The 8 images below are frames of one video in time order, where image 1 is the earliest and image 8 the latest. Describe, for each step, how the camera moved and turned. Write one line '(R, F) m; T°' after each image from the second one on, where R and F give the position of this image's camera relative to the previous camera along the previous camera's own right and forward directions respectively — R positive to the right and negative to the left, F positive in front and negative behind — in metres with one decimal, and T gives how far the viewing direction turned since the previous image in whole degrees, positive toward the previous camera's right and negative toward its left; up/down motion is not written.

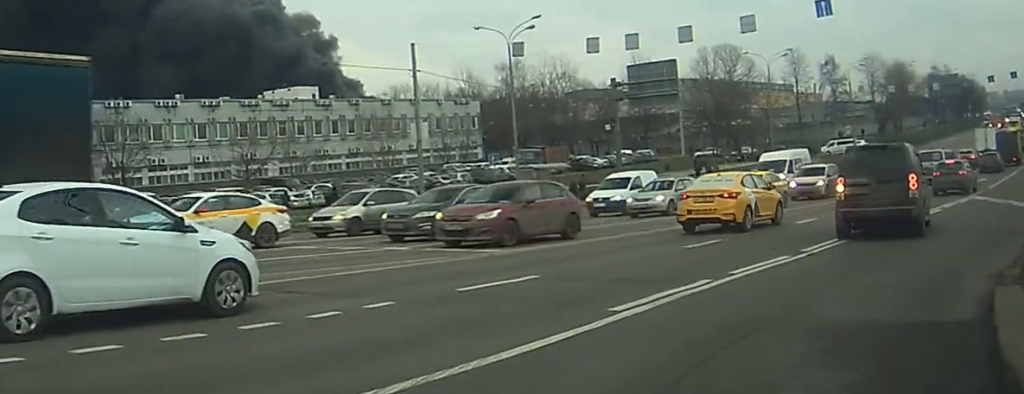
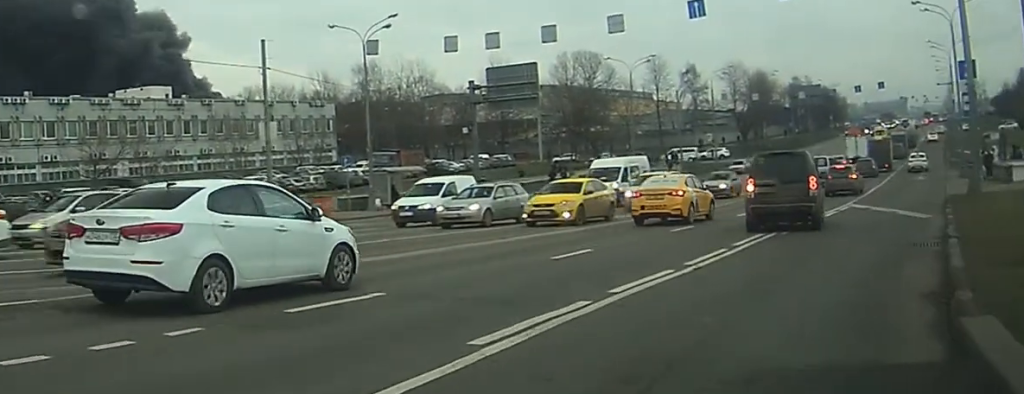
(+0.1, +2.7) m; +11°
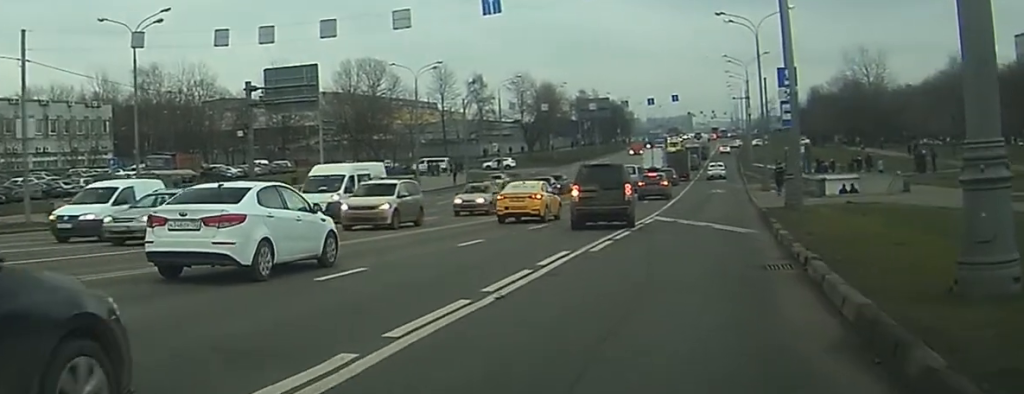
(+0.8, +3.7) m; +17°
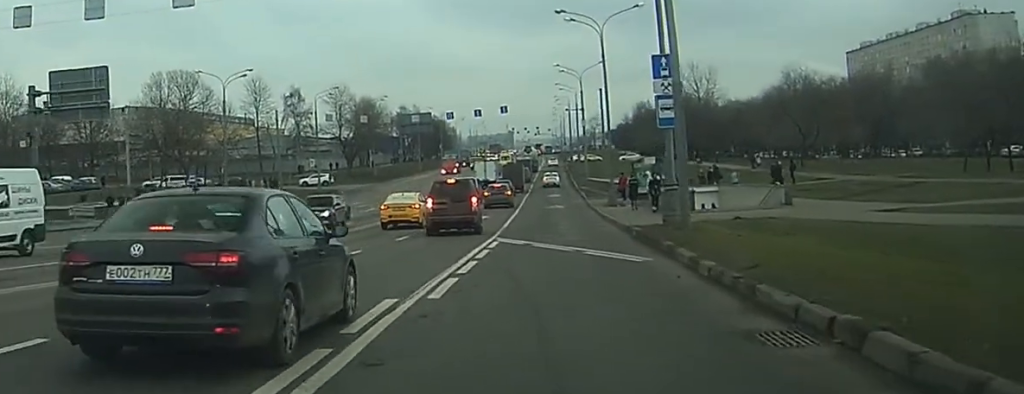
(+0.7, +7.0) m; +7°
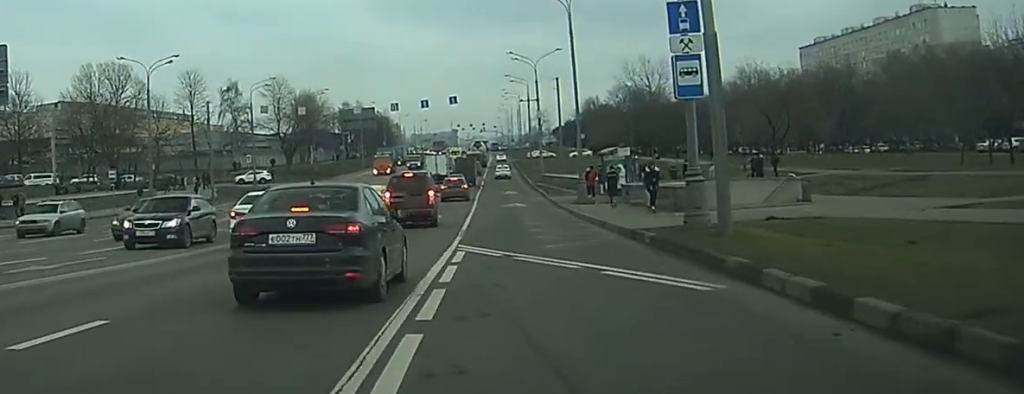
(+0.2, +6.4) m; +3°
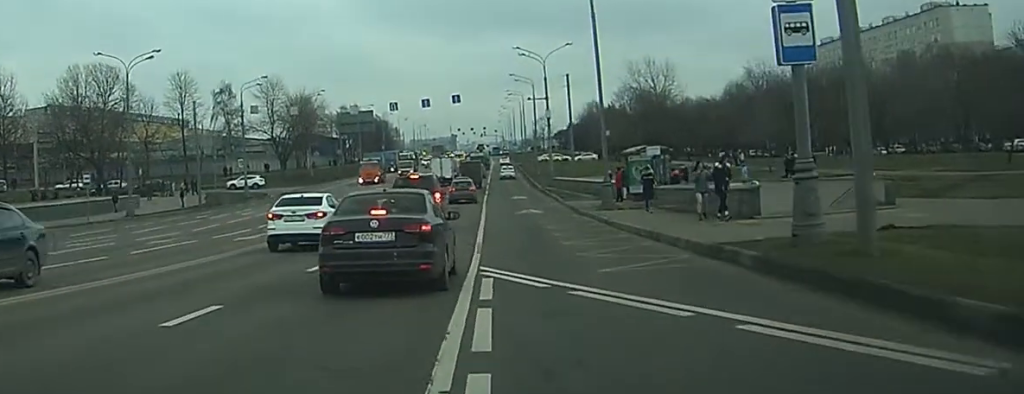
(0.0, +5.6) m; 0°
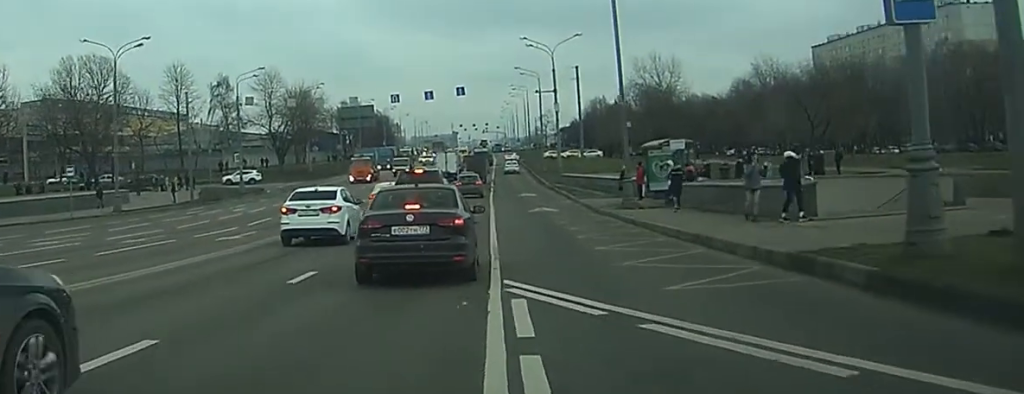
(0.0, +3.3) m; 0°
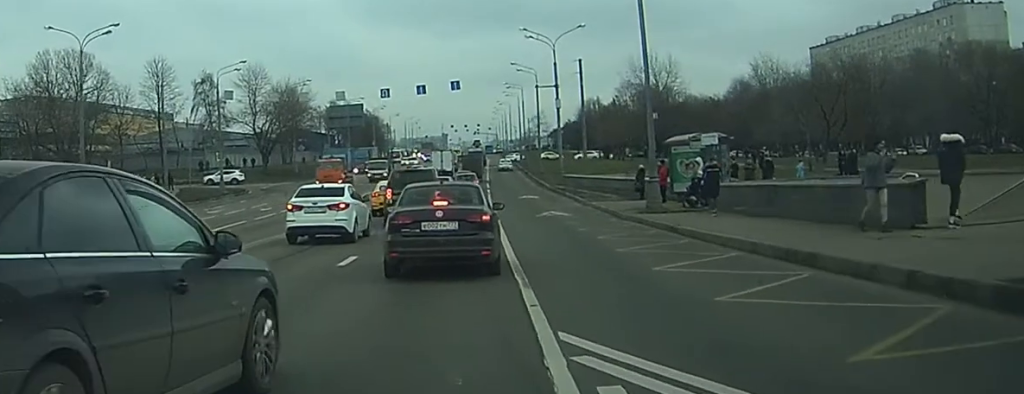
(0.0, +5.5) m; +2°
